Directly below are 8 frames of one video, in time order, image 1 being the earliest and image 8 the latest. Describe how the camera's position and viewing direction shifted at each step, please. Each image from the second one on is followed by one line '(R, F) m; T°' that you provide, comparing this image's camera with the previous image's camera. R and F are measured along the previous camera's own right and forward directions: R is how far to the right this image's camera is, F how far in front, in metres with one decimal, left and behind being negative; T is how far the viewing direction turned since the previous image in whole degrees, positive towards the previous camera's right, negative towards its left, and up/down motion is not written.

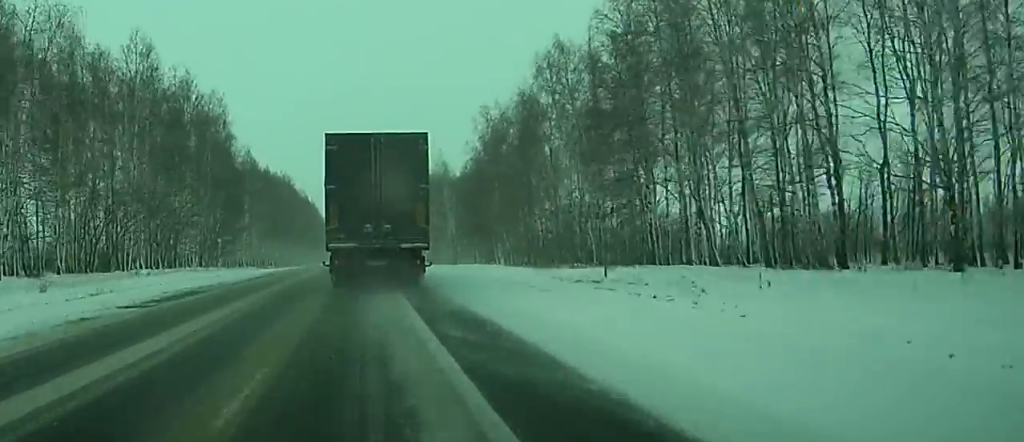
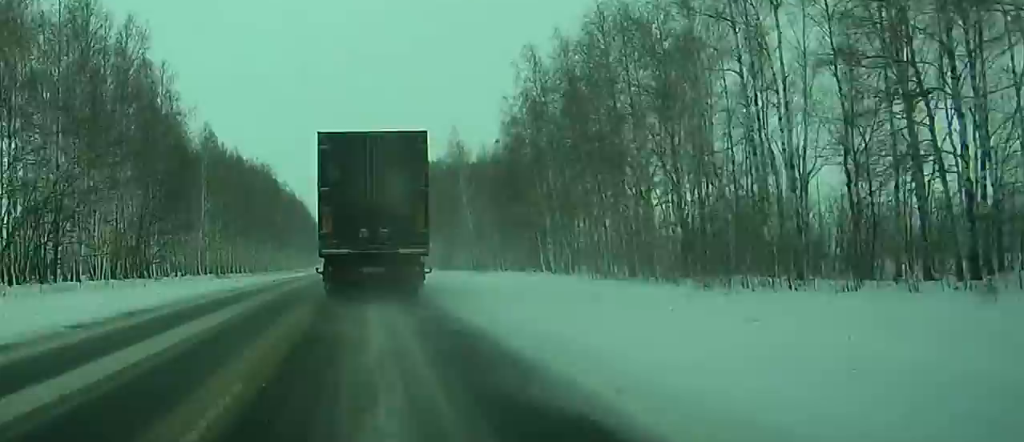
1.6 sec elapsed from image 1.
(0.0, +36.9) m; +1°
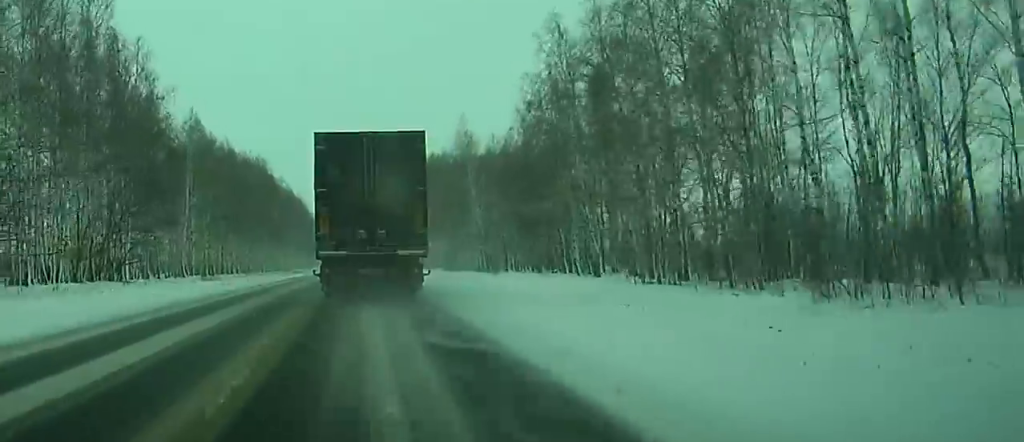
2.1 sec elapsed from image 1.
(+0.1, +10.5) m; 0°
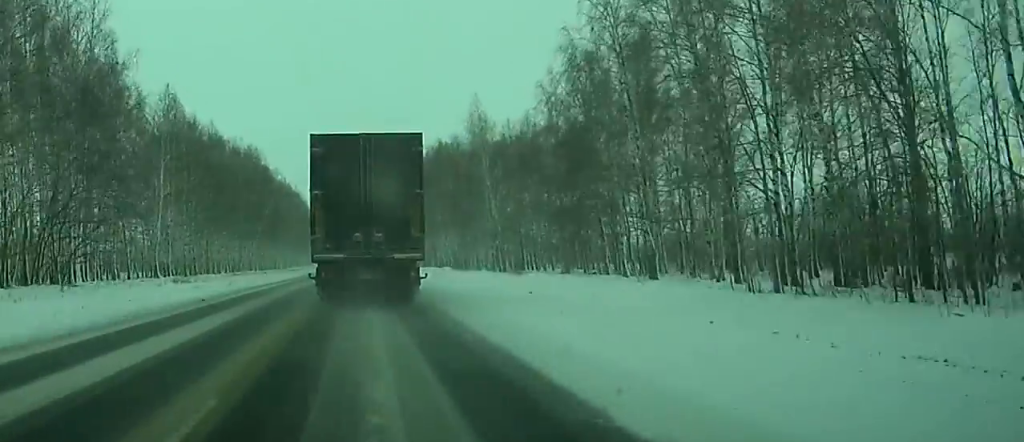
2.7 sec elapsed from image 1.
(0.0, +14.2) m; 0°
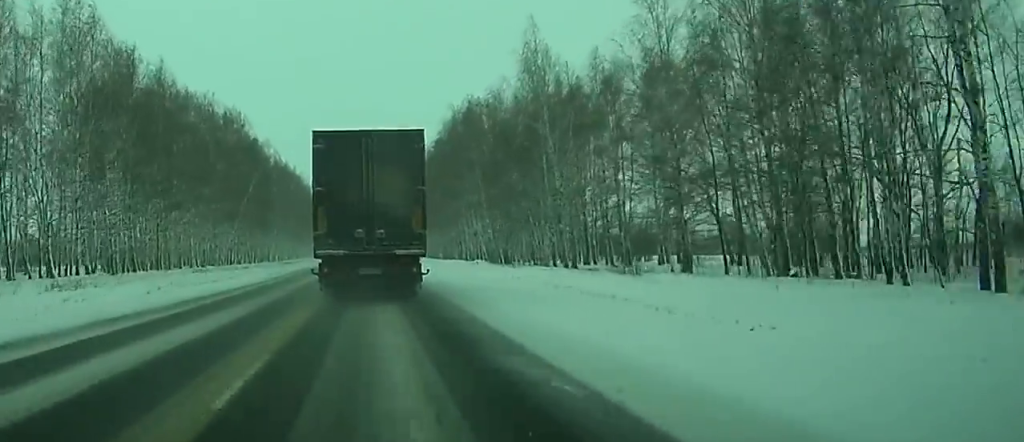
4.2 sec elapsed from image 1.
(-0.1, +34.0) m; 0°
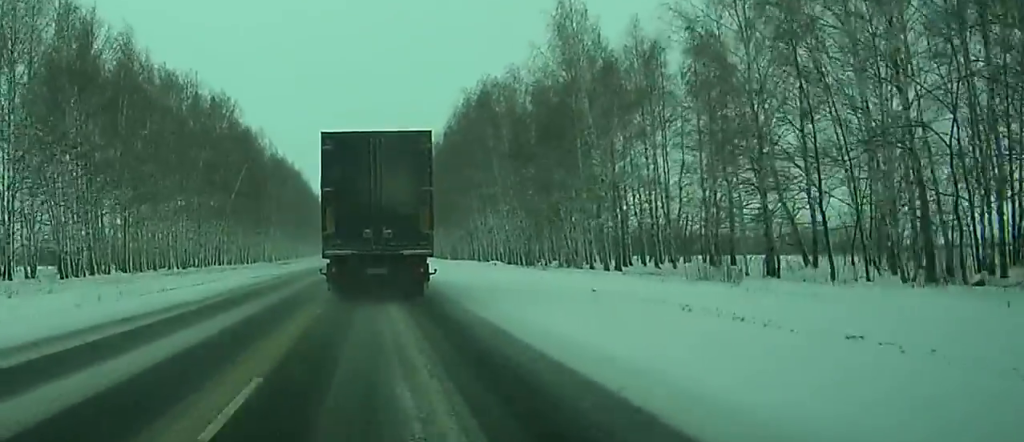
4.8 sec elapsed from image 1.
(0.0, +13.2) m; 0°
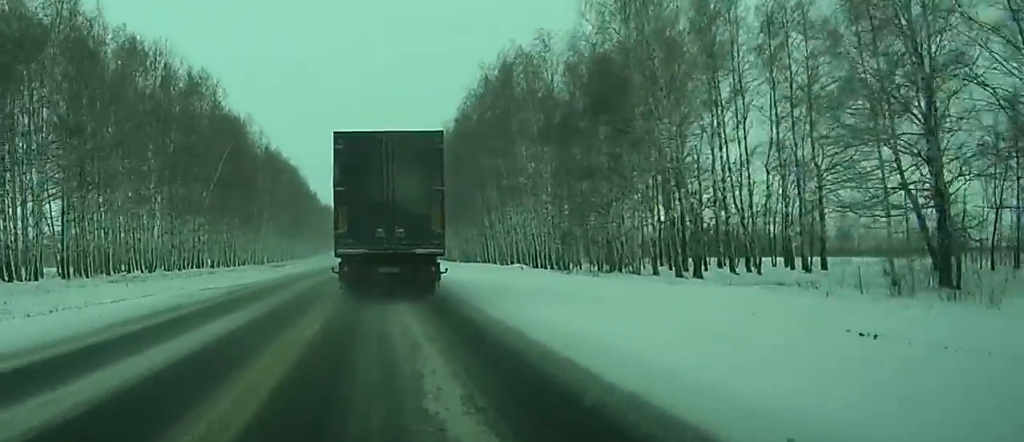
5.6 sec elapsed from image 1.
(0.0, +16.1) m; 0°
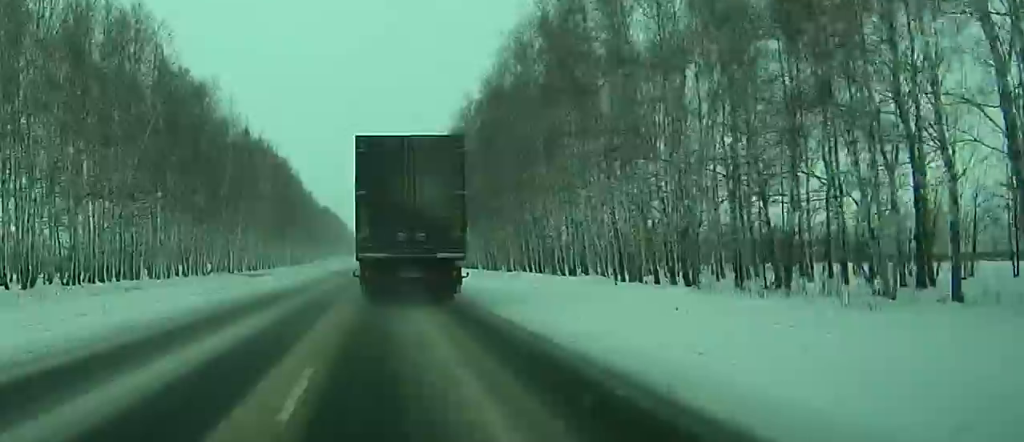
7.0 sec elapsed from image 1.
(0.0, +30.8) m; 0°
